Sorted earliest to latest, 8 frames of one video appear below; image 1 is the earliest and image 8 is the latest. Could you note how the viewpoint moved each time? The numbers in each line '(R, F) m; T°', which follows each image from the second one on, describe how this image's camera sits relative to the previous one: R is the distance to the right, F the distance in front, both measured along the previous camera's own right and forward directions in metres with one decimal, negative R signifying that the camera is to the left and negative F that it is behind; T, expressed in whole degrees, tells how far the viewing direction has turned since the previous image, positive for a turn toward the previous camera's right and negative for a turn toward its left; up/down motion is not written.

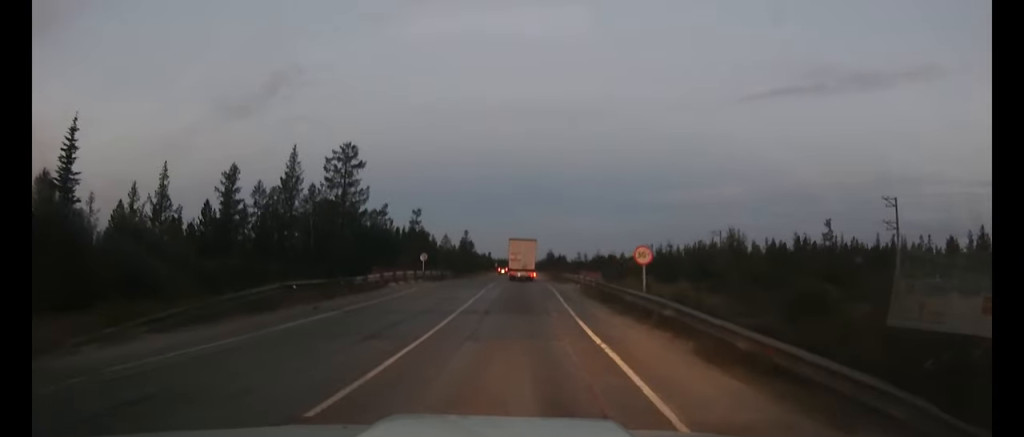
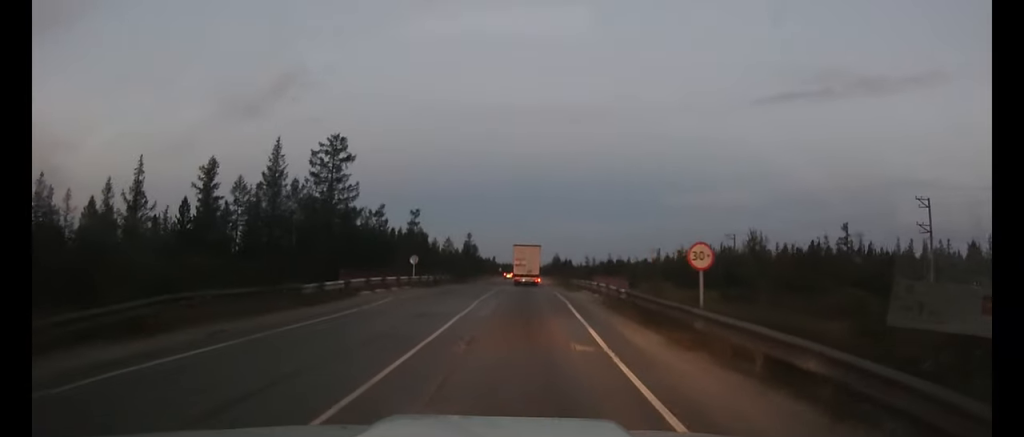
(0.0, +6.2) m; -1°
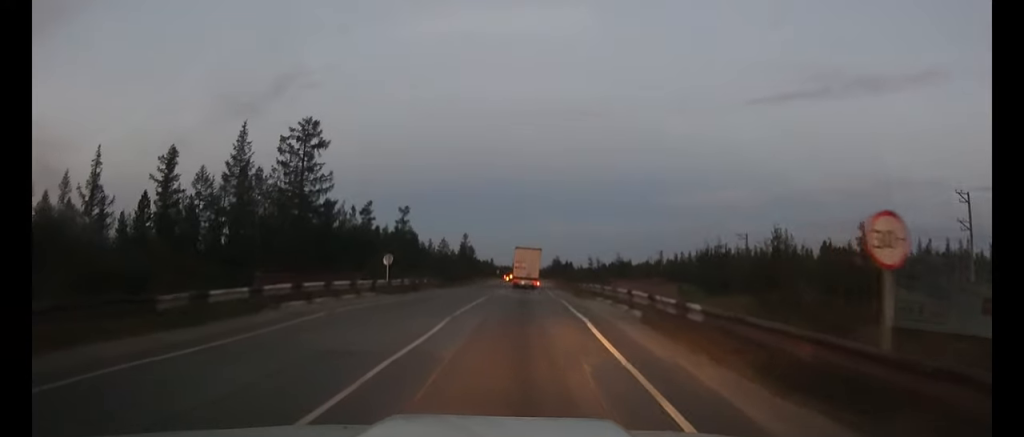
(0.0, +7.8) m; 0°
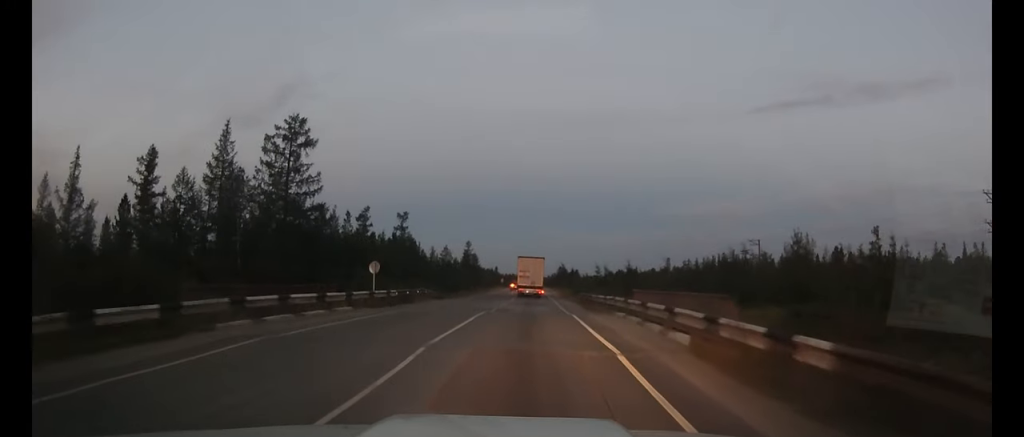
(0.0, +4.3) m; 0°
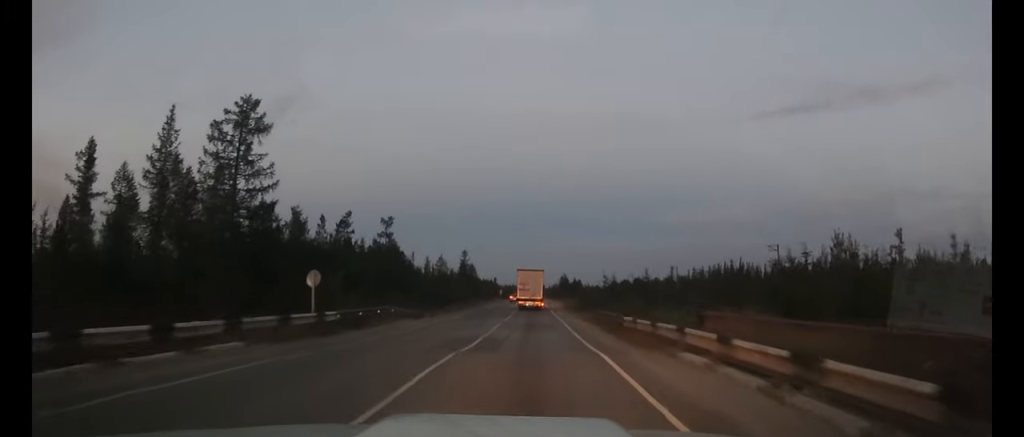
(0.0, +9.2) m; 0°
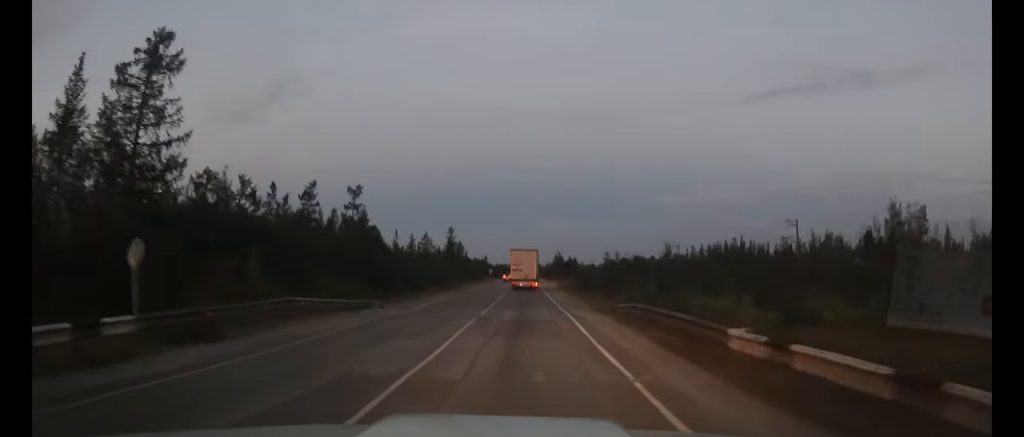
(+0.1, +10.7) m; 0°
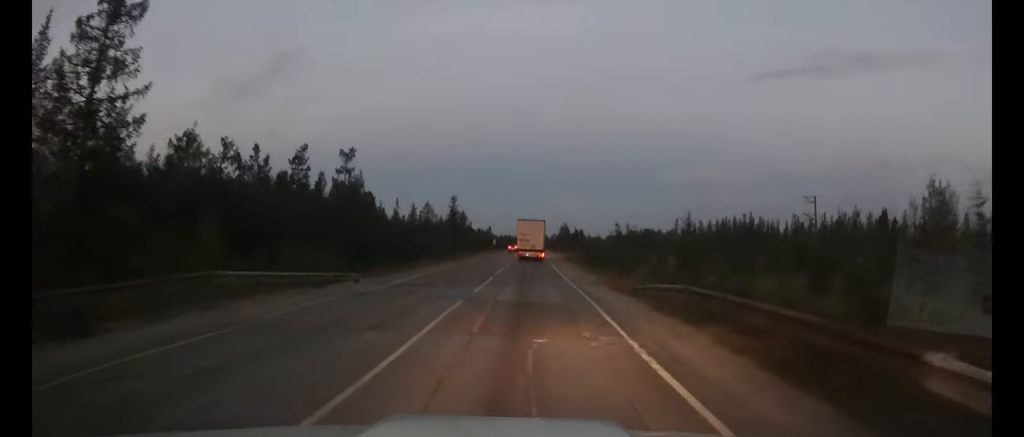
(0.0, +4.8) m; 0°
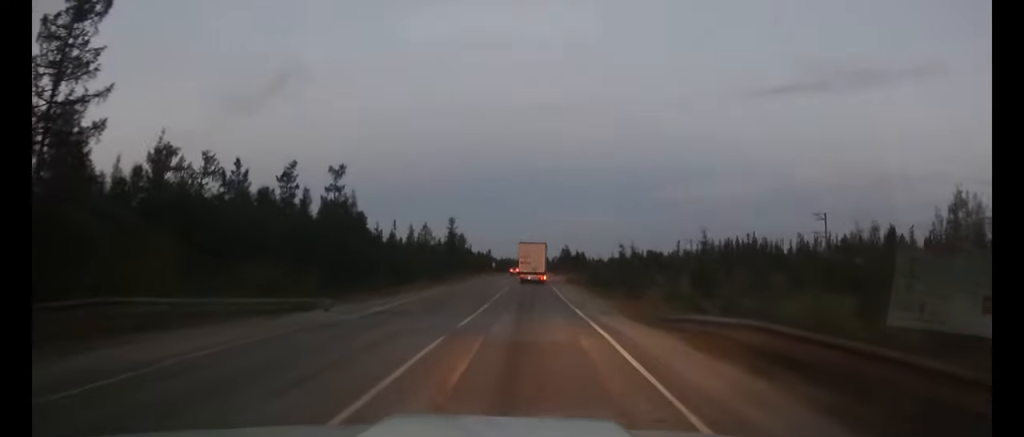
(0.0, +3.6) m; 0°
